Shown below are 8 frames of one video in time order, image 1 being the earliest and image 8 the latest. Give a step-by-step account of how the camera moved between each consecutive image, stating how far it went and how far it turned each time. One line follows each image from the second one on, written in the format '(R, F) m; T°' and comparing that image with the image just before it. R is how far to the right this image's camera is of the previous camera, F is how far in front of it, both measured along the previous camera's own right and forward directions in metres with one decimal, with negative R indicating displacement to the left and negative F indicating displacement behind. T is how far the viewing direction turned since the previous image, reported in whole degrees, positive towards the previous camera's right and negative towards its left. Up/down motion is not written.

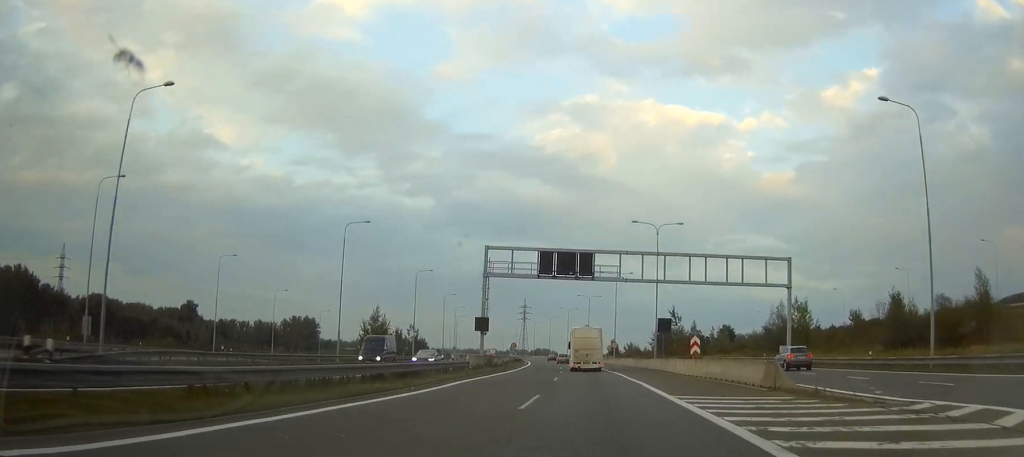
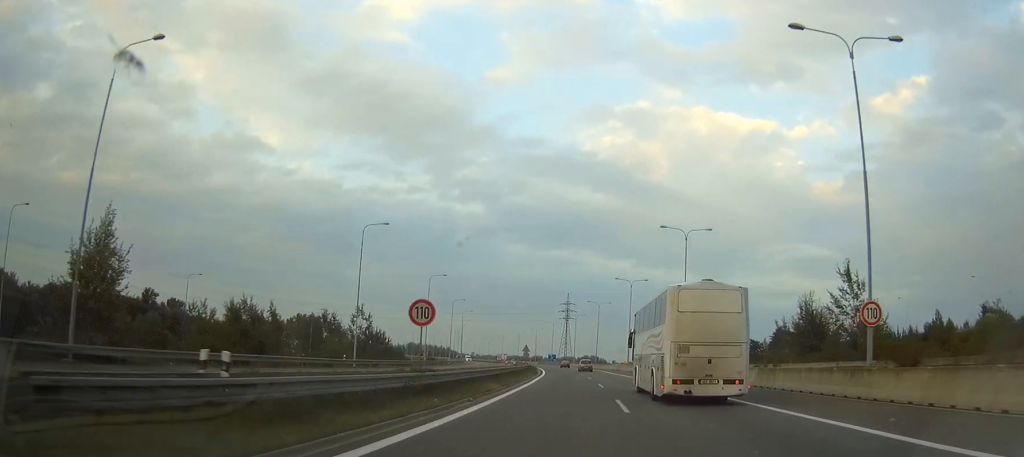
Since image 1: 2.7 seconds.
(-5.0, +92.9) m; -7°
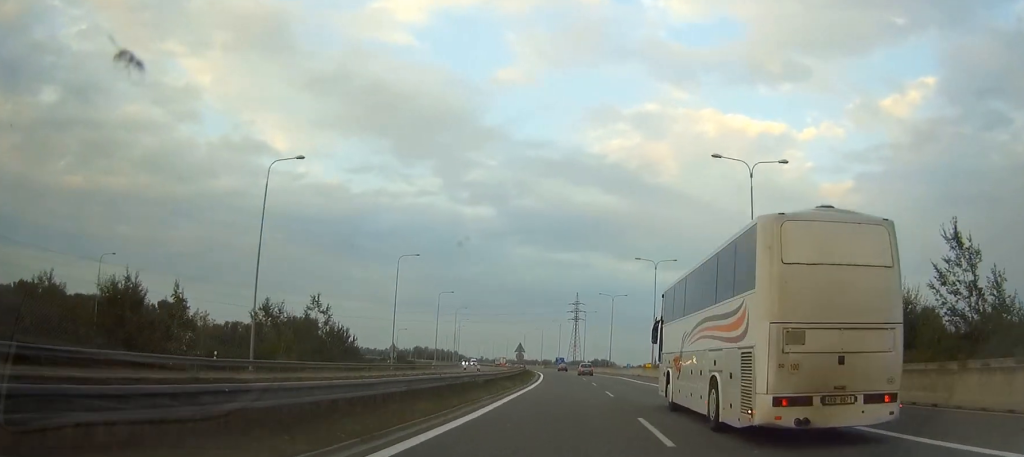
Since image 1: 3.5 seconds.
(-0.6, +26.2) m; -3°
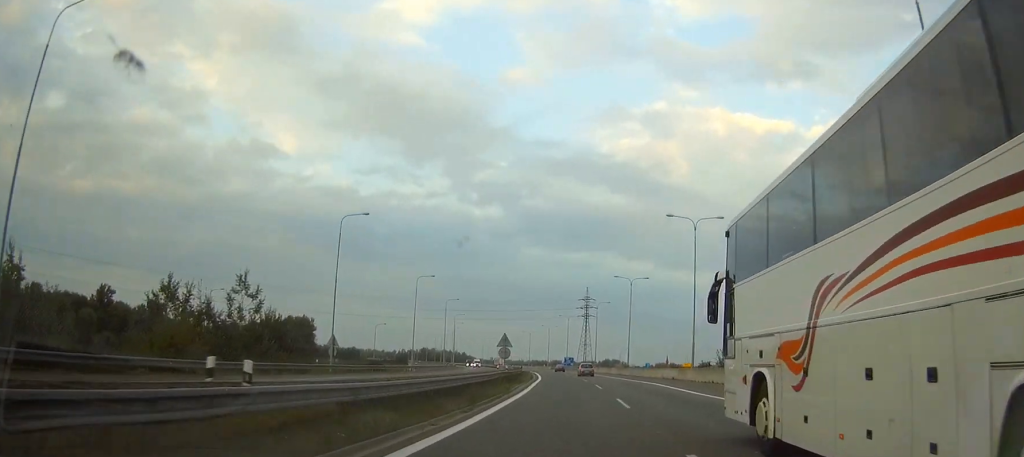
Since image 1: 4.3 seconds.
(-1.1, +26.2) m; -3°
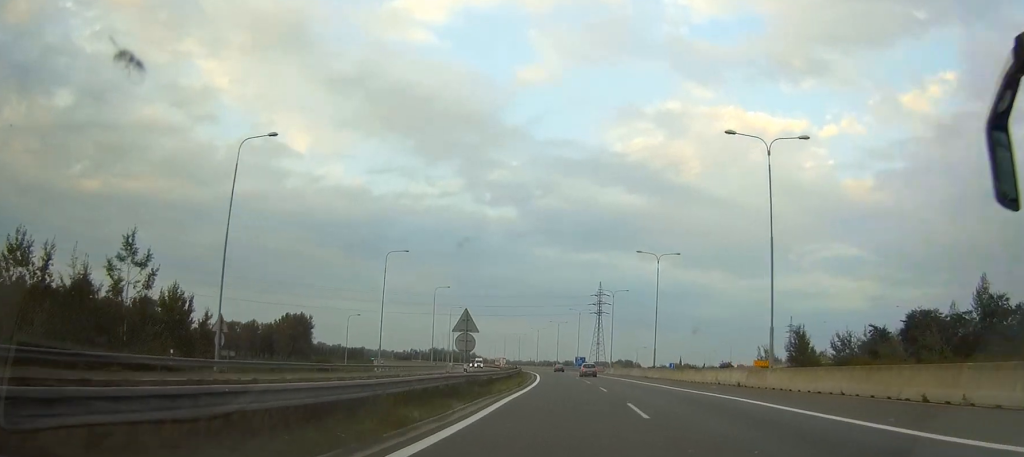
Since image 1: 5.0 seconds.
(-0.1, +23.9) m; 0°
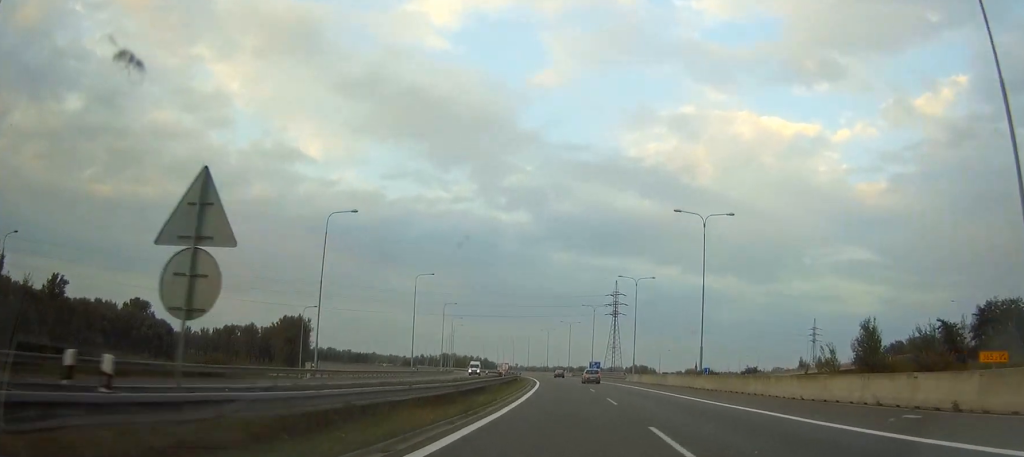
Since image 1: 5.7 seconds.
(0.0, +25.0) m; 0°
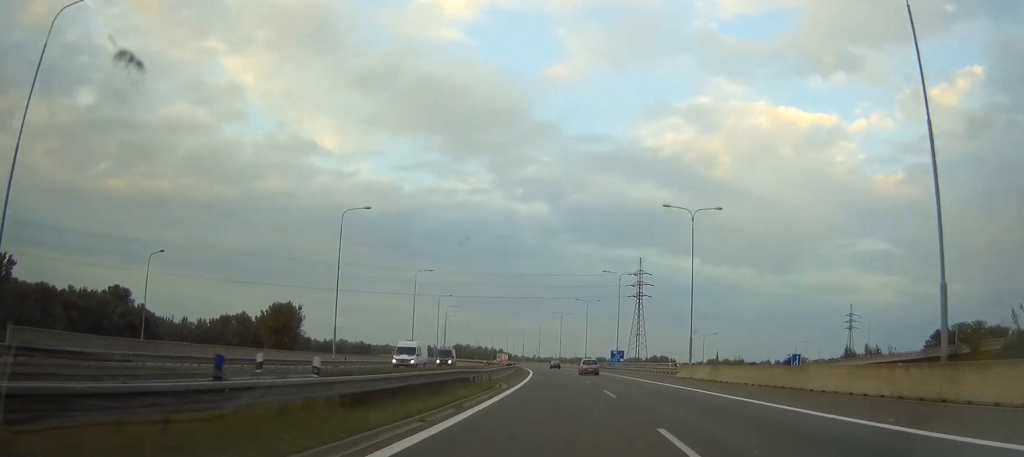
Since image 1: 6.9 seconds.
(0.0, +39.8) m; 0°
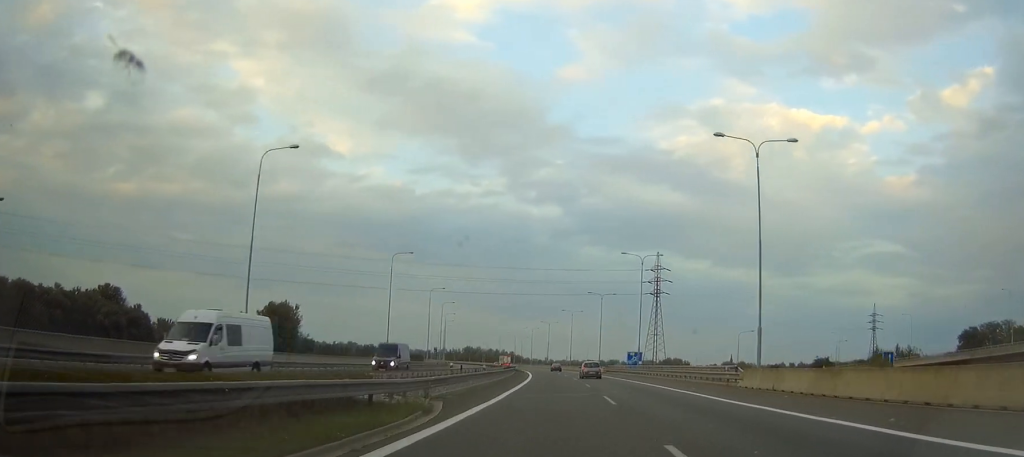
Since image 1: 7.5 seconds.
(0.0, +20.5) m; 0°
